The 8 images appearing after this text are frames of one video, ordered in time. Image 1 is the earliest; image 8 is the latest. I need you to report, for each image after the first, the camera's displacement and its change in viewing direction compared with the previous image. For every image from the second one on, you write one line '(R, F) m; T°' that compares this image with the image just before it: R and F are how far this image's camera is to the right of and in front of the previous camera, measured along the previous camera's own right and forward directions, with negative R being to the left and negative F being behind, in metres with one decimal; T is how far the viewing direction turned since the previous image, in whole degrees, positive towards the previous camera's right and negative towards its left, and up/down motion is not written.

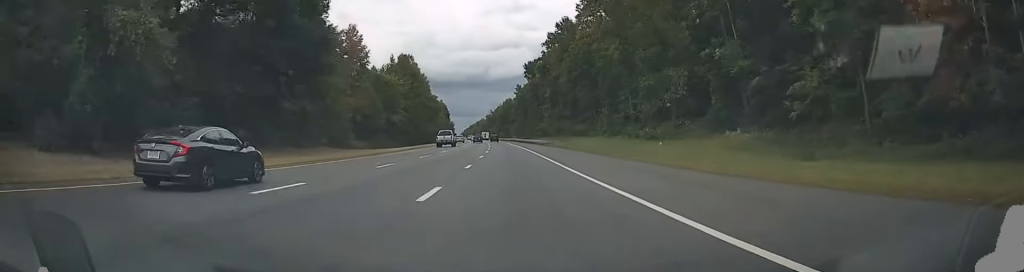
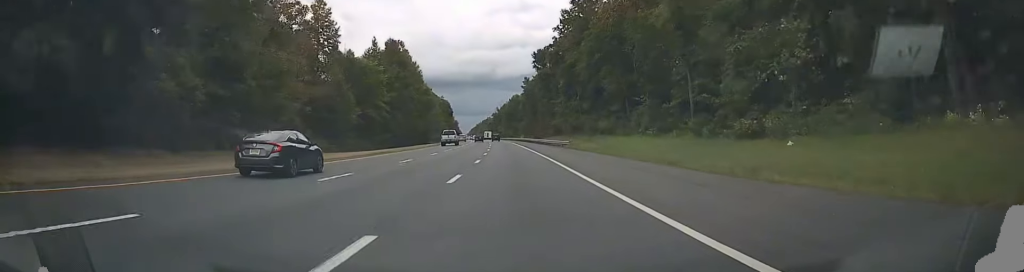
(-0.1, +20.3) m; 0°
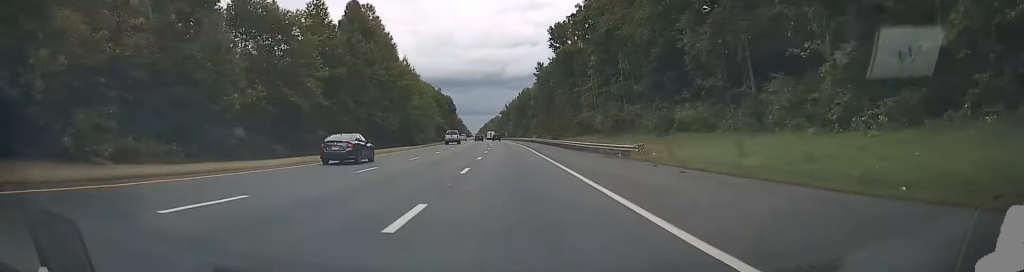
(-0.2, +32.0) m; -1°
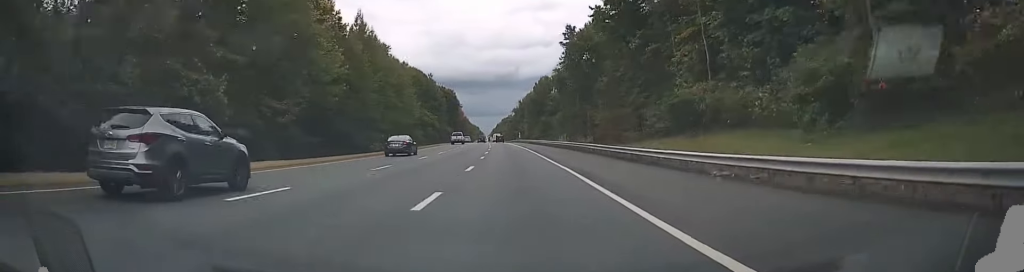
(-1.1, +45.9) m; -2°
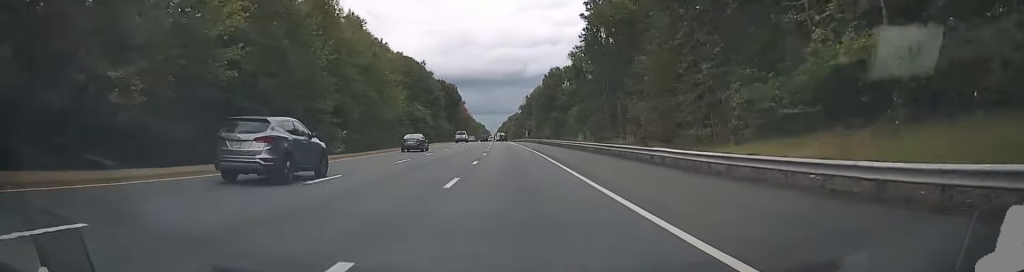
(+0.1, +20.4) m; 0°
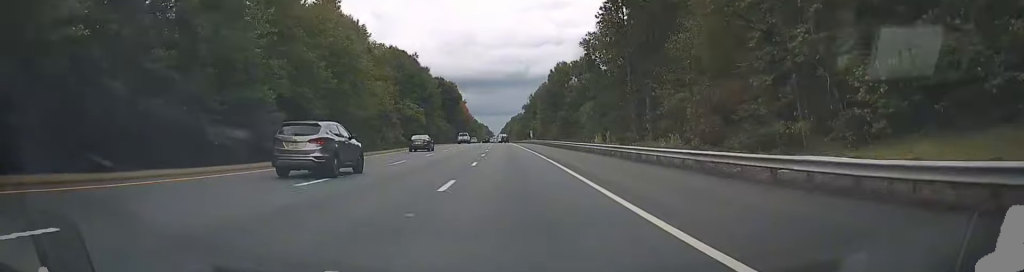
(0.0, +12.7) m; 0°
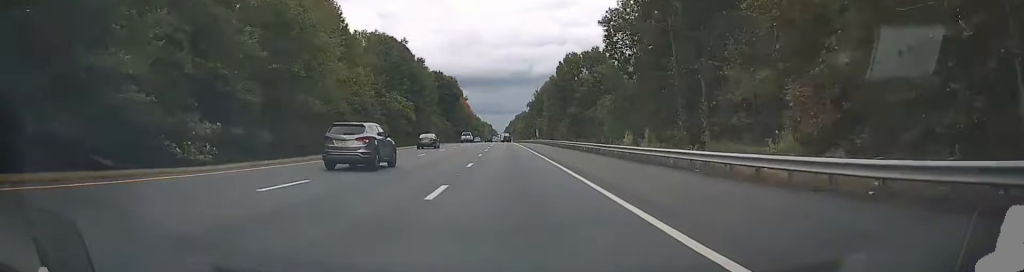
(+0.1, +14.1) m; 0°
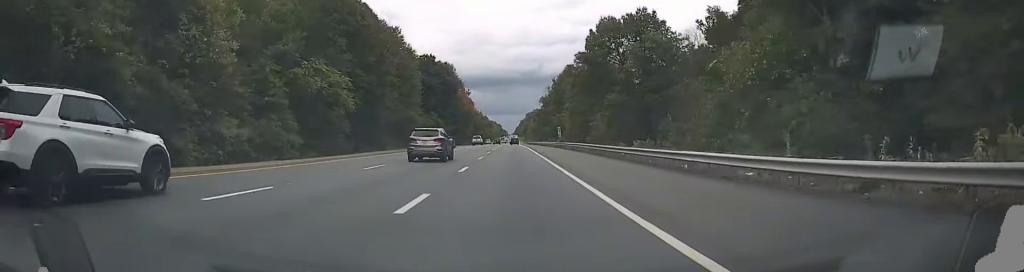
(-0.6, +38.9) m; -2°
